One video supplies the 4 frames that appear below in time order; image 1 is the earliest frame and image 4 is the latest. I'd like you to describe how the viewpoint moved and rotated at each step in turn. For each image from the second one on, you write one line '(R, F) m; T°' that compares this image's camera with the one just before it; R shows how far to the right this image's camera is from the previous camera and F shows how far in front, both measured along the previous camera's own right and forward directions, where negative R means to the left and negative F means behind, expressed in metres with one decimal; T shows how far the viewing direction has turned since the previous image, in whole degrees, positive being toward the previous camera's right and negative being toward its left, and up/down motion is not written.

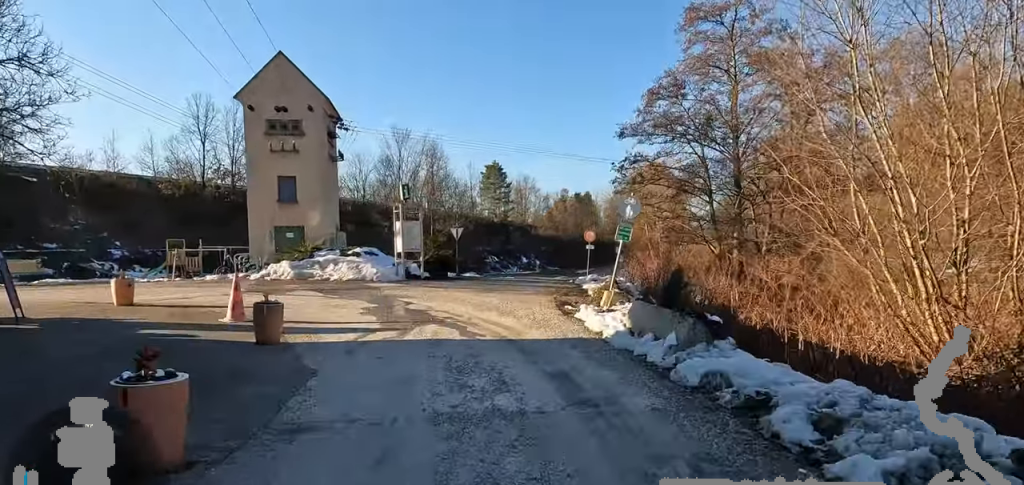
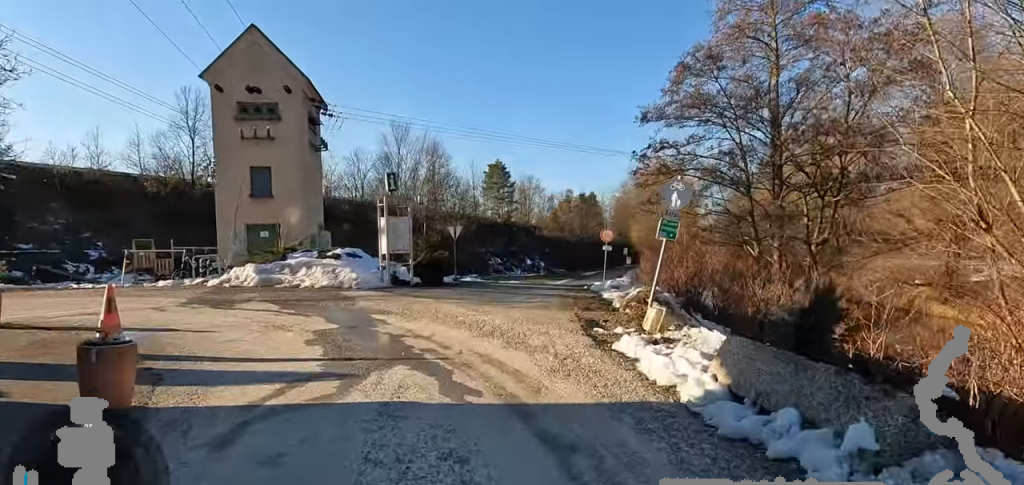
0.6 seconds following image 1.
(-0.3, +2.8) m; -4°
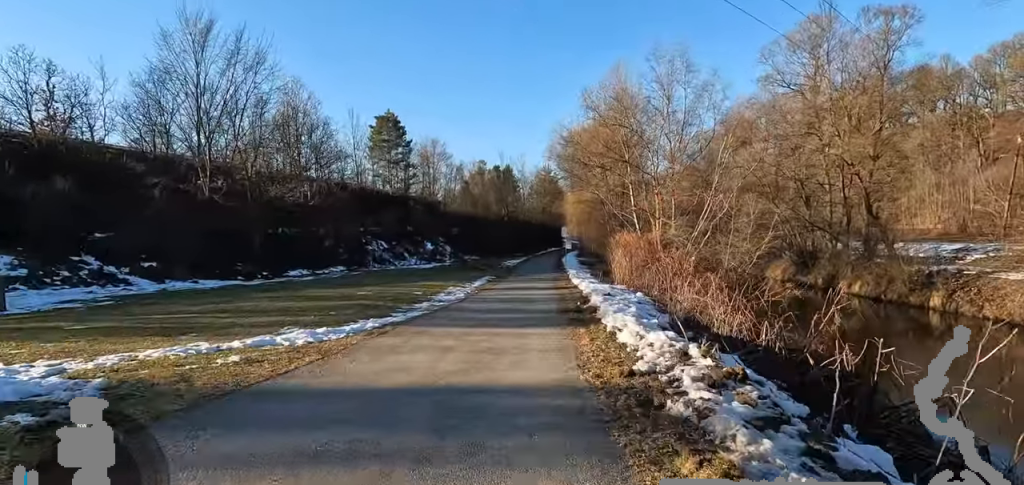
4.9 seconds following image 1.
(+1.2, +22.6) m; +16°
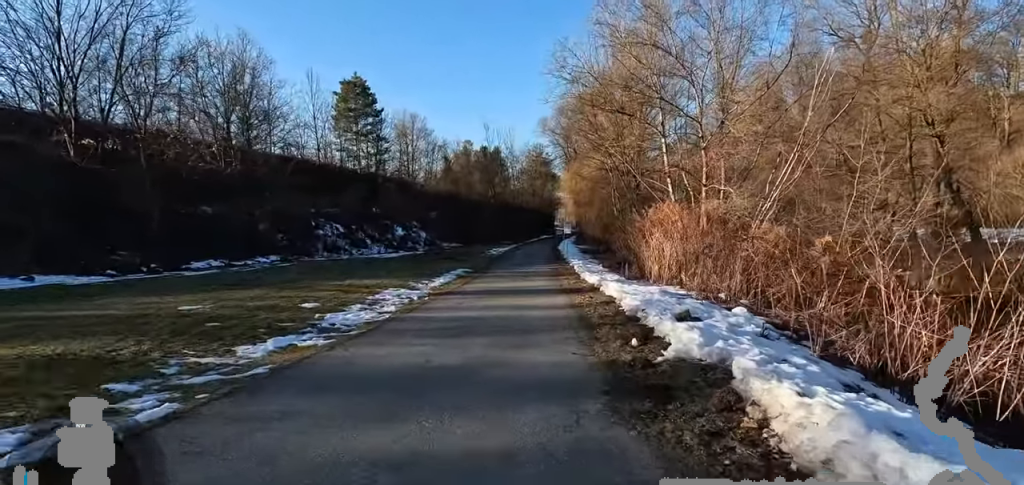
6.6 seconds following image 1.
(-1.2, +9.7) m; -7°
